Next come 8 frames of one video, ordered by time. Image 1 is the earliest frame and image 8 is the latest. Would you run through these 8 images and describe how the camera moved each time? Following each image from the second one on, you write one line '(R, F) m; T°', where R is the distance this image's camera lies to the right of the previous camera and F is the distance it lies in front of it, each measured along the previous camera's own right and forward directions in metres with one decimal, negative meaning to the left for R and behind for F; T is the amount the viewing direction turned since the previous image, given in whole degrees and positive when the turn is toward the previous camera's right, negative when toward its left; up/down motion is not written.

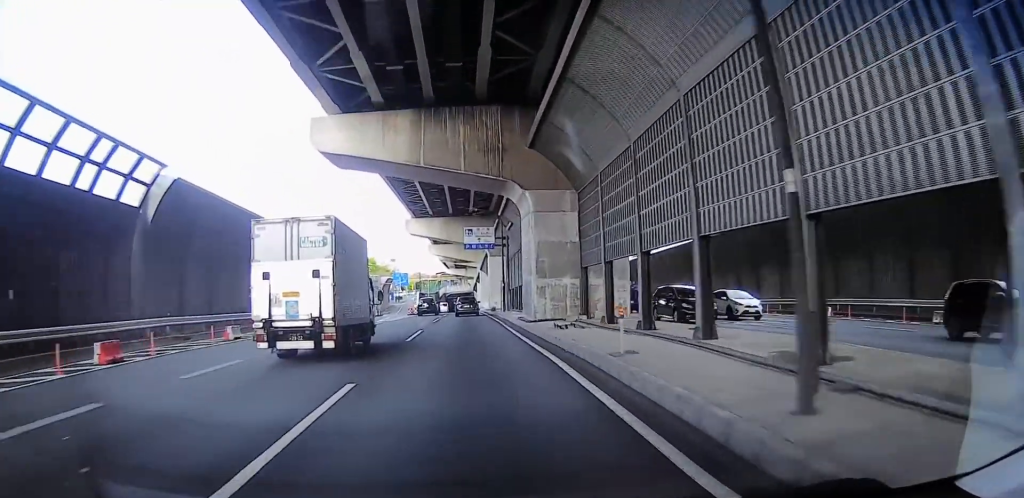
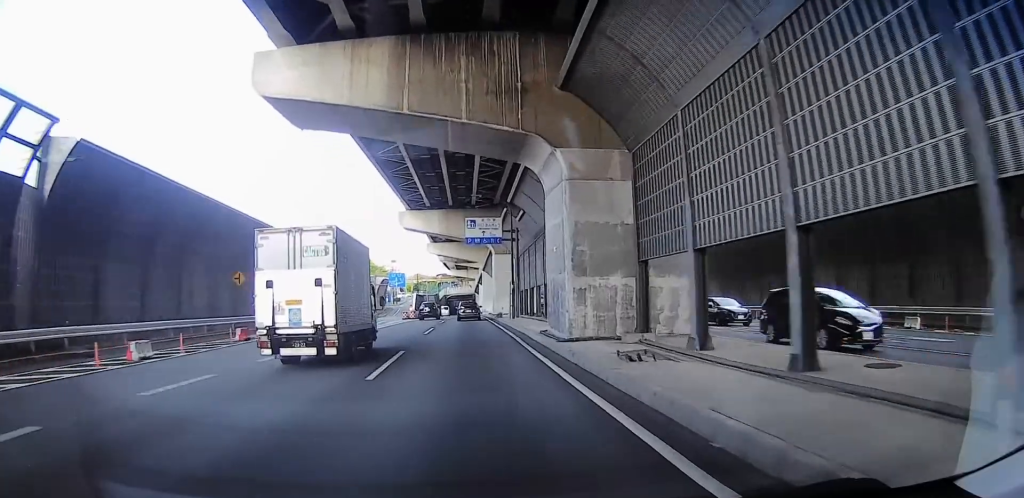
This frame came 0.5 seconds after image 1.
(+0.6, +7.8) m; +2°
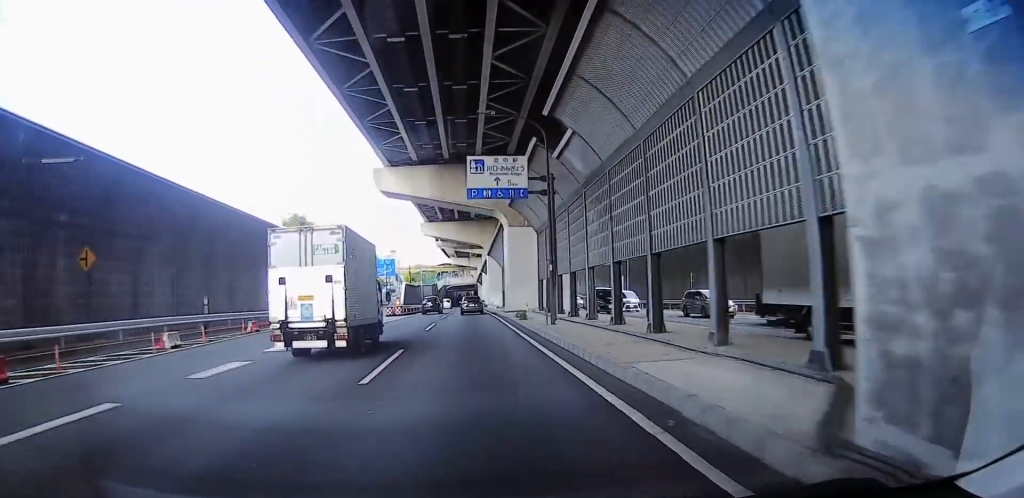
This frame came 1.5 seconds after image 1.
(+0.2, +16.6) m; -2°
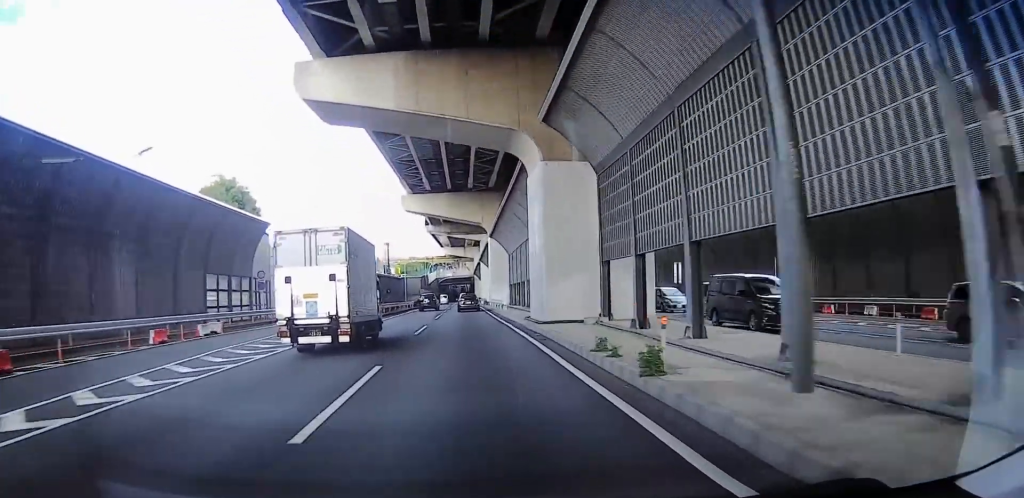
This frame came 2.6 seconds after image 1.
(-1.0, +18.4) m; -1°
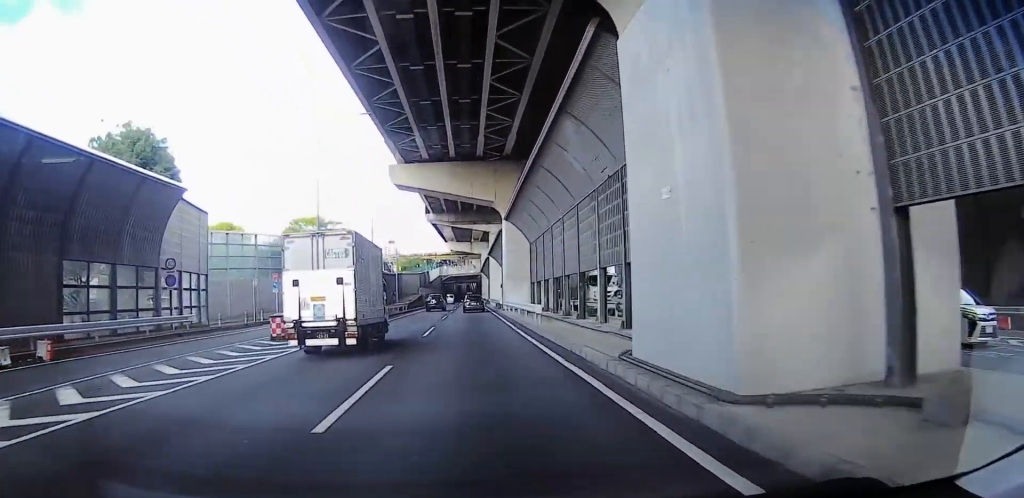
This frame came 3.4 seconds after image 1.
(+0.5, +14.1) m; 0°
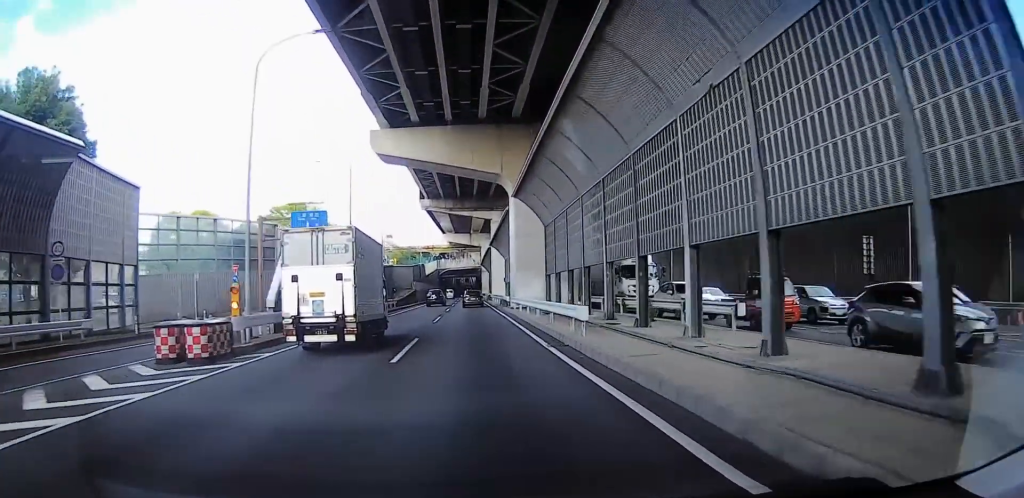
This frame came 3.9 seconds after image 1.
(+0.1, +9.2) m; 0°
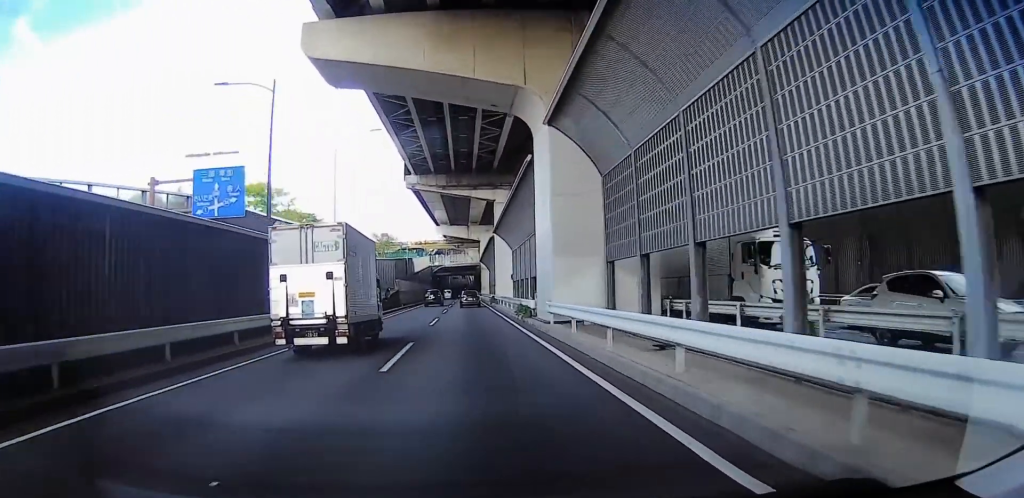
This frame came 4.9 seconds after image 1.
(-0.7, +16.4) m; +2°
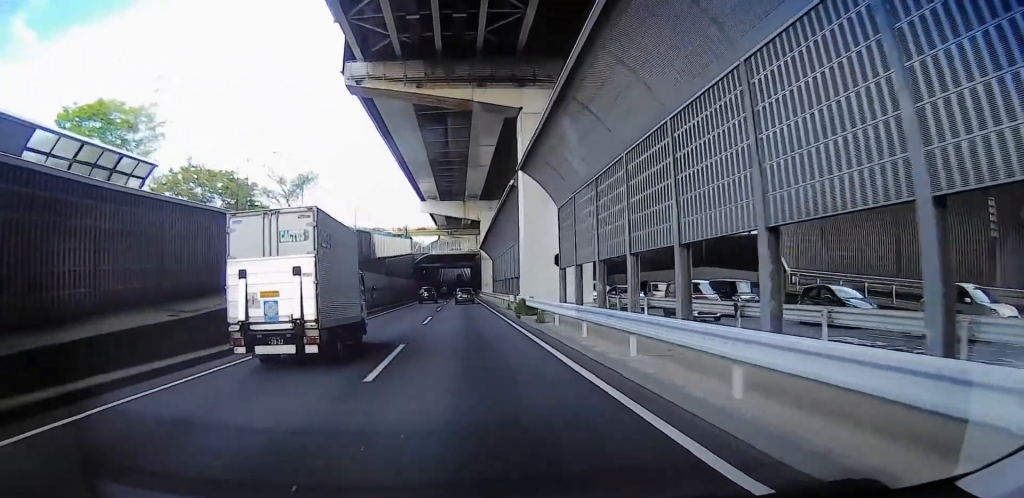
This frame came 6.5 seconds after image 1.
(+2.1, +30.2) m; +1°
